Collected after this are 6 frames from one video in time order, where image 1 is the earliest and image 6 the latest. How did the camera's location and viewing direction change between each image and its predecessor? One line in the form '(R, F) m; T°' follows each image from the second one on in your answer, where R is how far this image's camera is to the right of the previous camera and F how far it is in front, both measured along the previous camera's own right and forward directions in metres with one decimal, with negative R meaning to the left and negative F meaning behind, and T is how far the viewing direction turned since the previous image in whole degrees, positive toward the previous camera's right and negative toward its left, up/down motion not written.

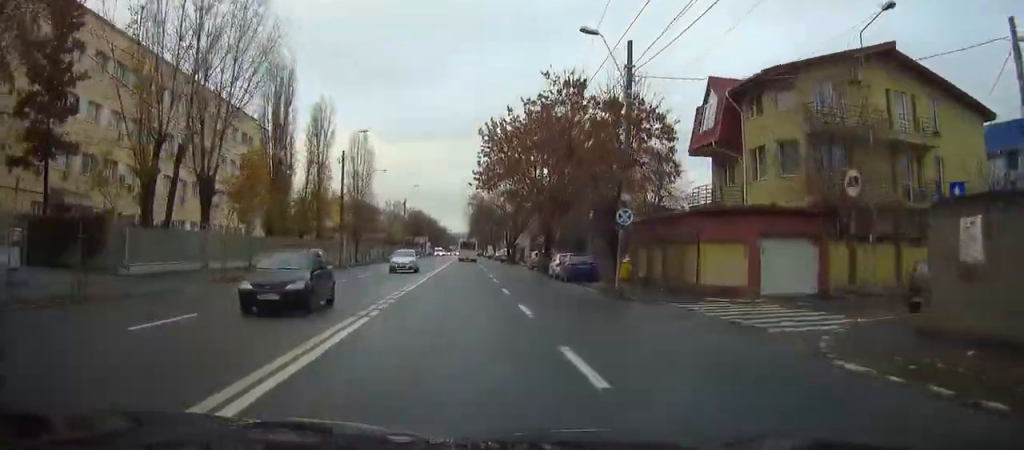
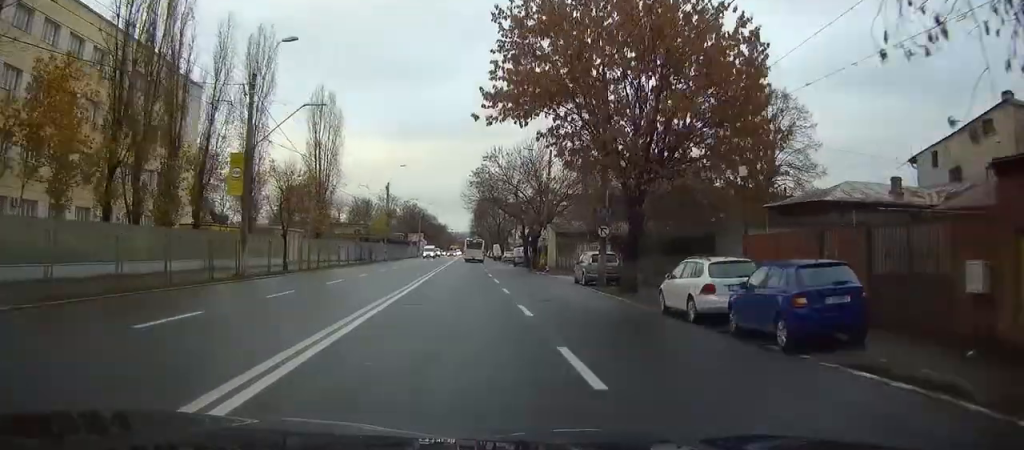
(0.0, +25.9) m; 0°
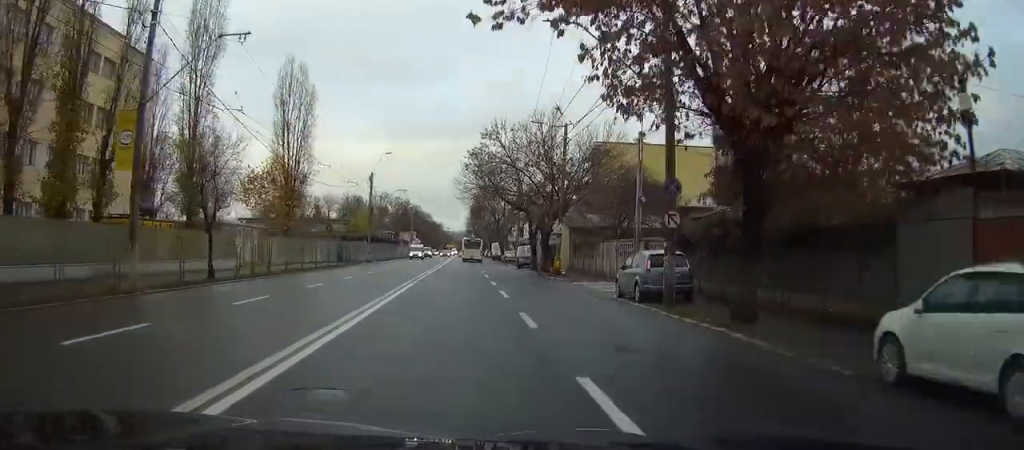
(0.0, +11.3) m; 0°
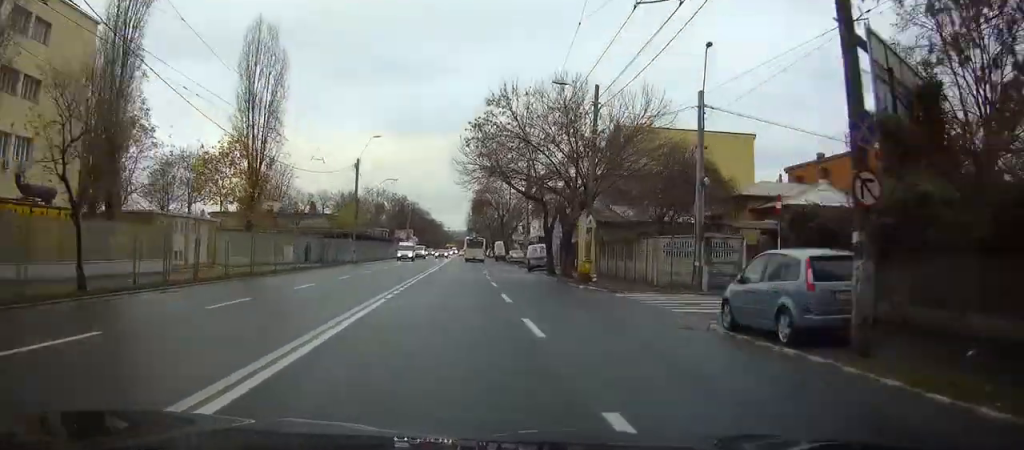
(+0.1, +10.8) m; 0°
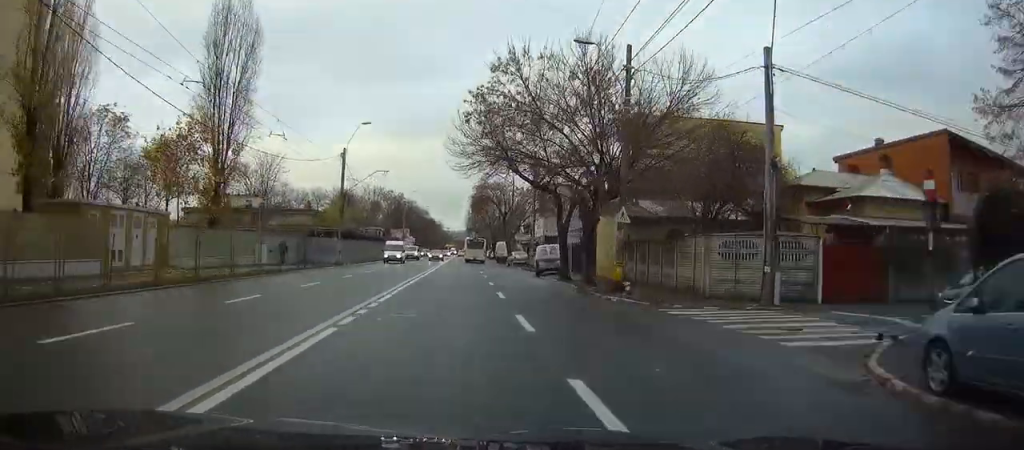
(0.0, +7.2) m; 0°
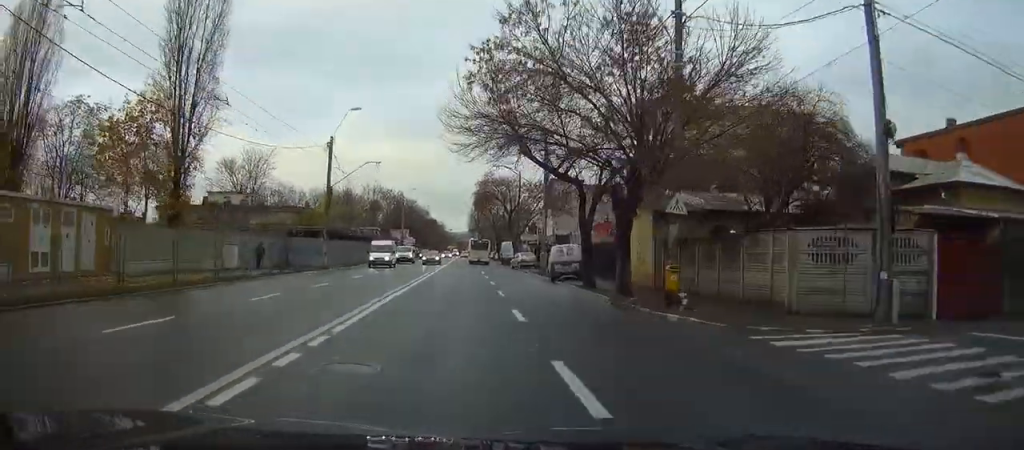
(0.0, +6.7) m; 0°
